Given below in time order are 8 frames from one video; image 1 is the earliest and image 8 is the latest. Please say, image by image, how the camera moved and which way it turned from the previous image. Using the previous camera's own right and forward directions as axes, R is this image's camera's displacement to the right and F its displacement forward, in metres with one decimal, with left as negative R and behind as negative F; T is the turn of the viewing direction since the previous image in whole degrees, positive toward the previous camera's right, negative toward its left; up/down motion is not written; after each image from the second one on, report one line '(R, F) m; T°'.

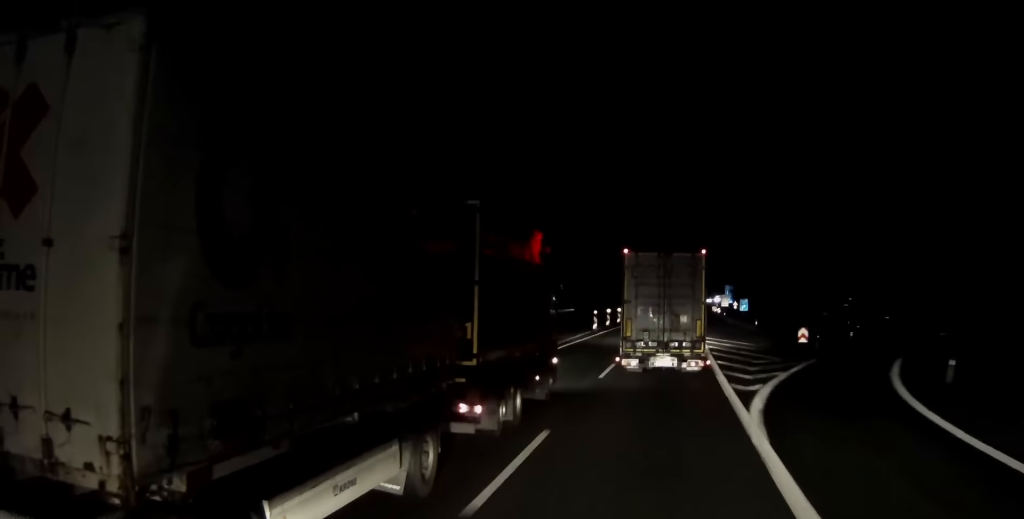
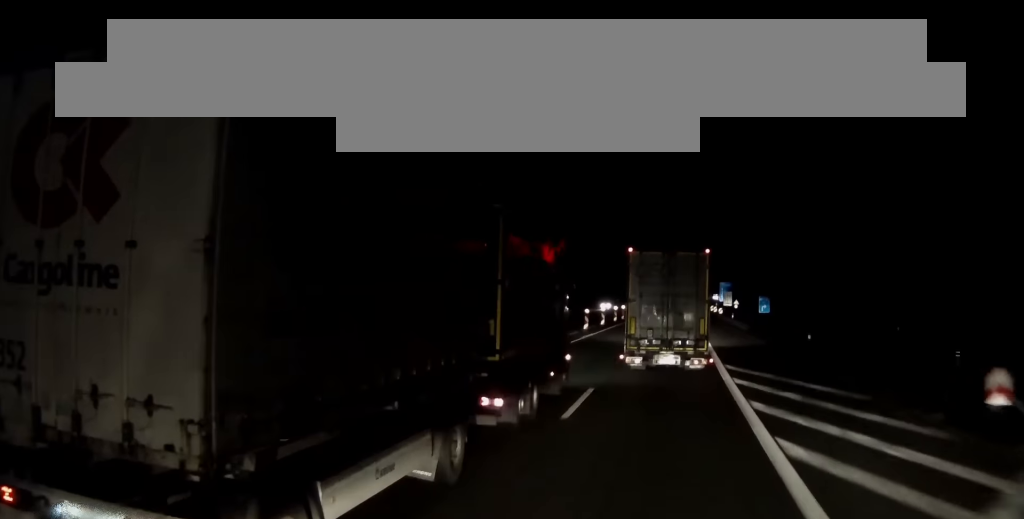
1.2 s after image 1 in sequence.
(+0.2, +28.1) m; +1°
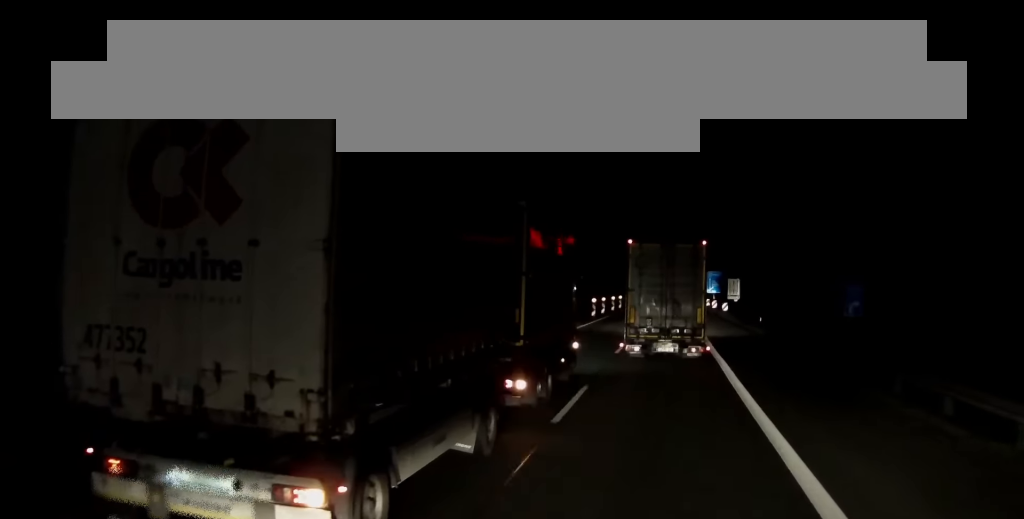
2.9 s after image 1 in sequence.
(0.0, +38.2) m; +1°
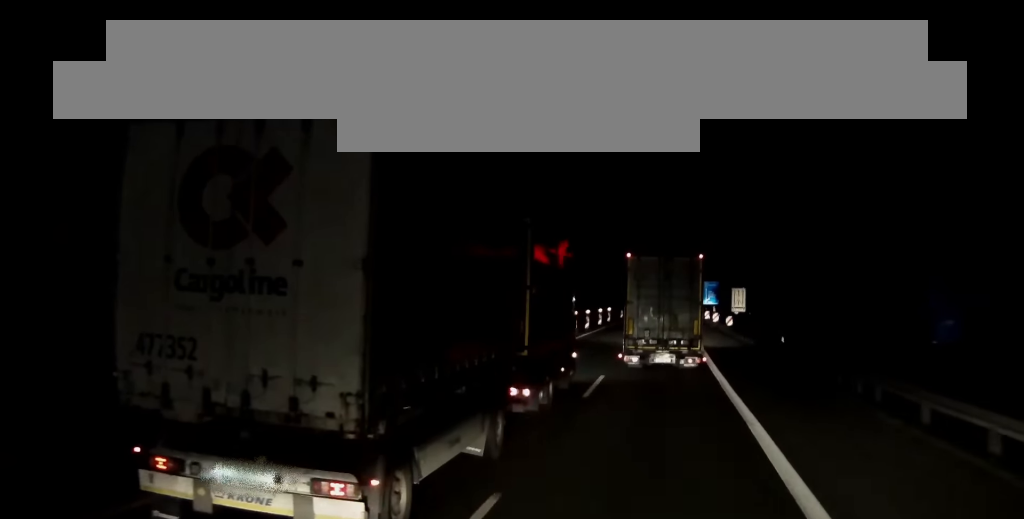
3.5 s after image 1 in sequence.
(+0.3, +11.7) m; +1°
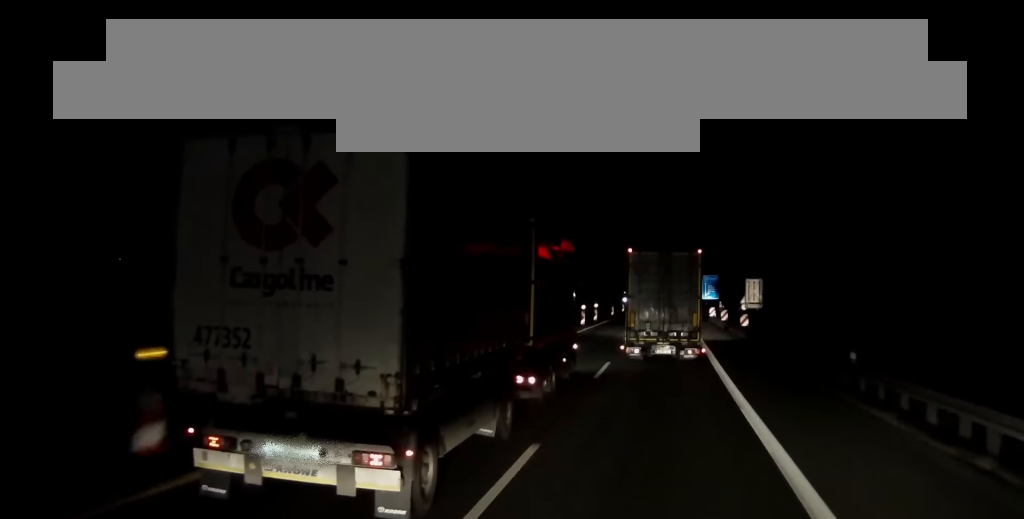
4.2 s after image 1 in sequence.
(+0.2, +15.2) m; 0°
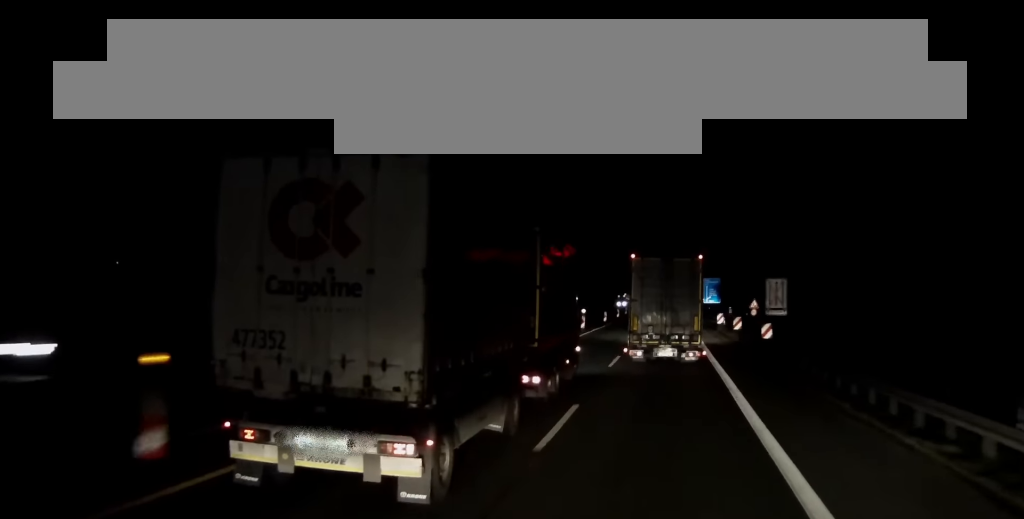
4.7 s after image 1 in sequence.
(-0.2, +12.1) m; 0°
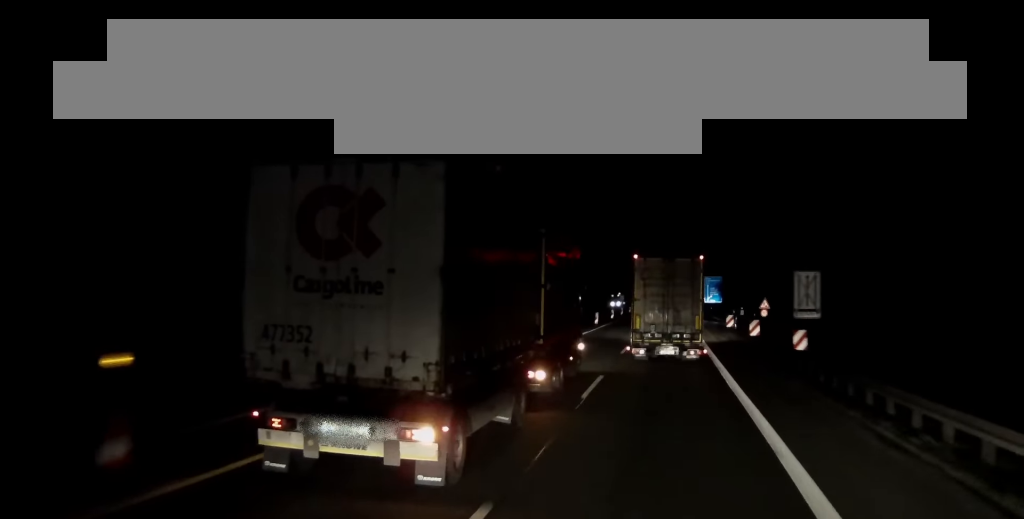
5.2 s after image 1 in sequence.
(+0.1, +10.6) m; 0°
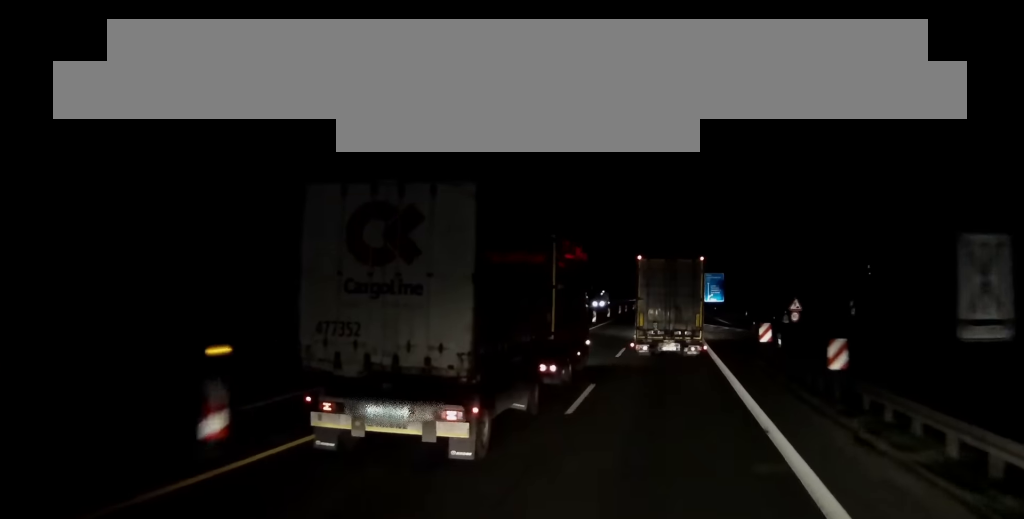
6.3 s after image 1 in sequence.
(+0.3, +21.5) m; +1°
